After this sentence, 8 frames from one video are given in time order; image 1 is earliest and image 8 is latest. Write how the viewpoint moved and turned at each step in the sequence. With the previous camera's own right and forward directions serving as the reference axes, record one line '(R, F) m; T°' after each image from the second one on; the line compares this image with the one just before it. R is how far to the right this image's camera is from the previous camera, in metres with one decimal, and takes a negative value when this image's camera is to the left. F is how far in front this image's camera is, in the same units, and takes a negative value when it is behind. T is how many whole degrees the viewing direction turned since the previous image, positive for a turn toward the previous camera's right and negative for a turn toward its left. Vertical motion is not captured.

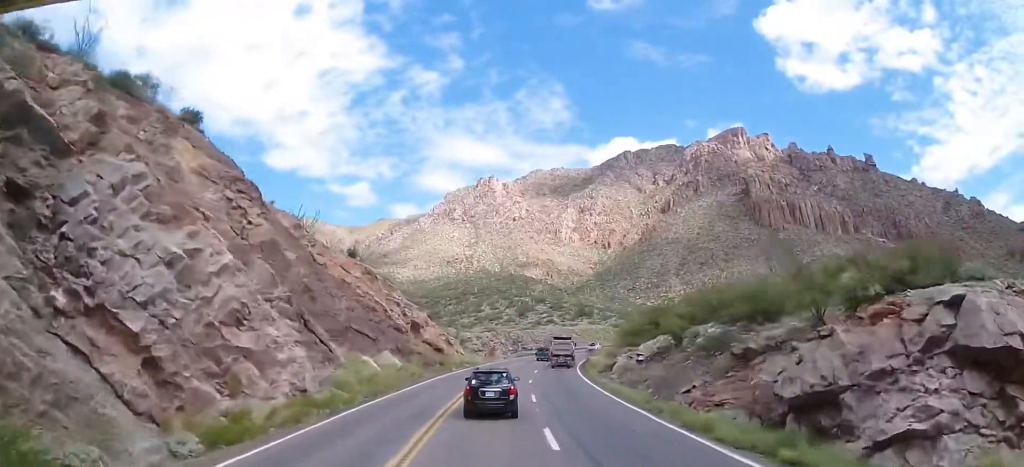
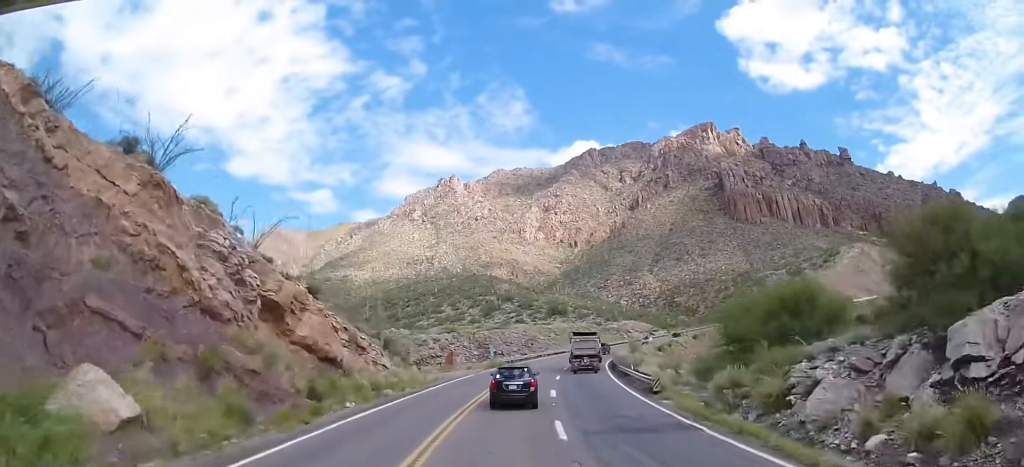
(+1.3, +32.7) m; +4°
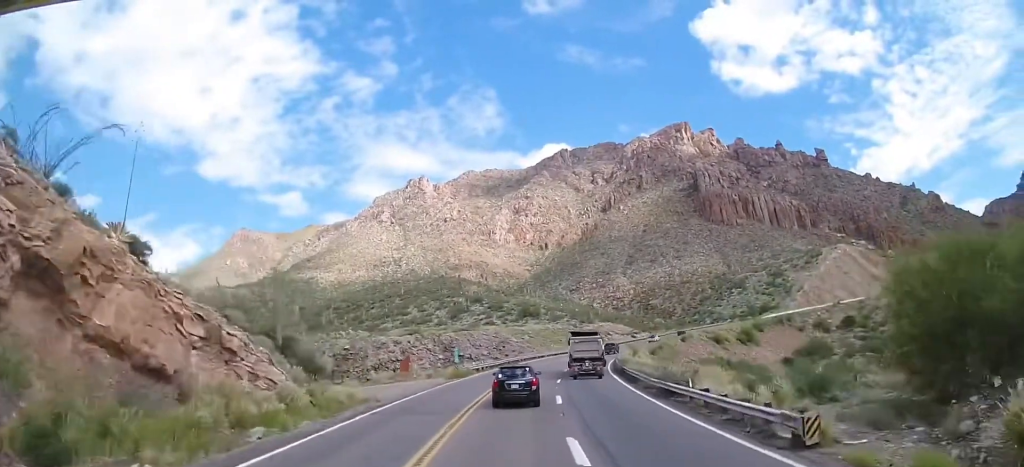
(+0.3, +14.8) m; +2°
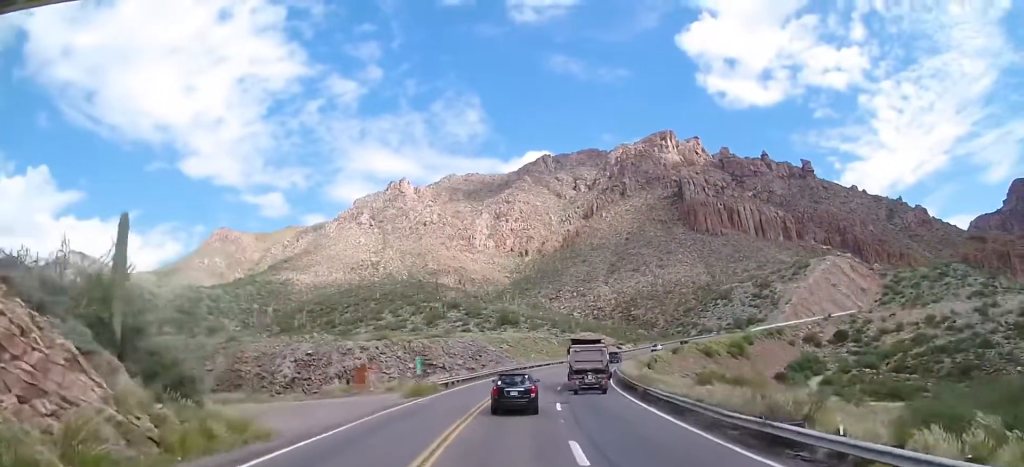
(+0.1, +10.8) m; +2°
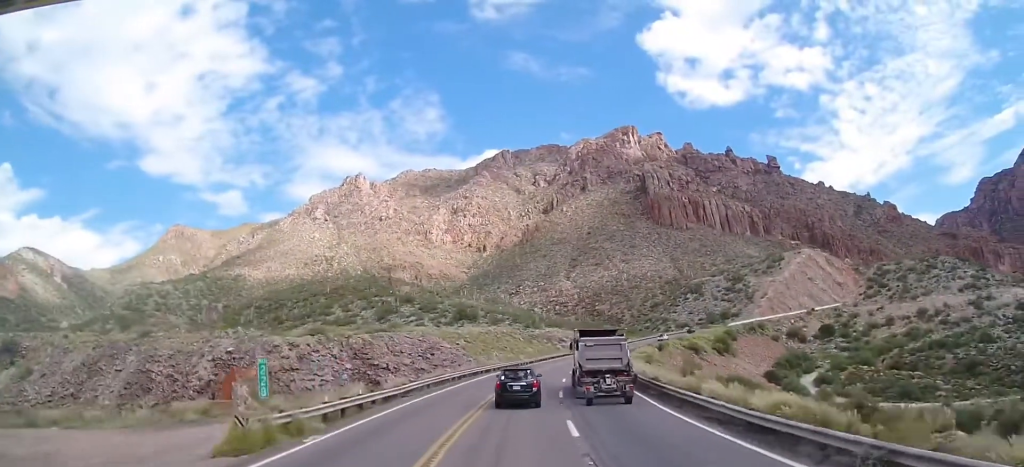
(+1.0, +21.1) m; +6°
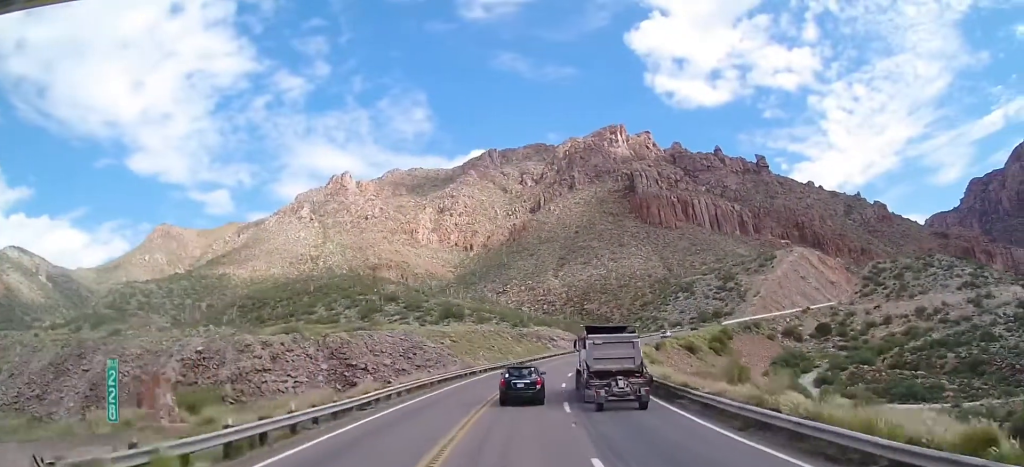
(+0.3, +7.1) m; +2°
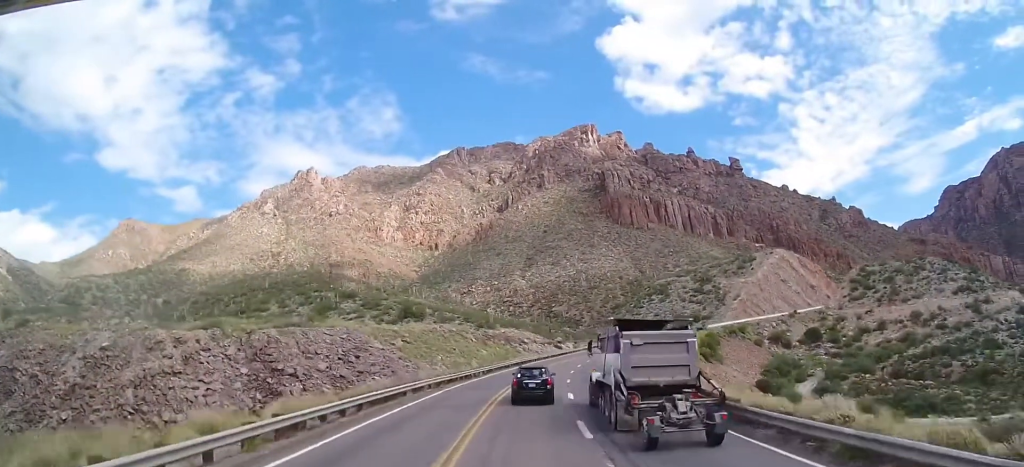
(+0.3, +18.5) m; +3°
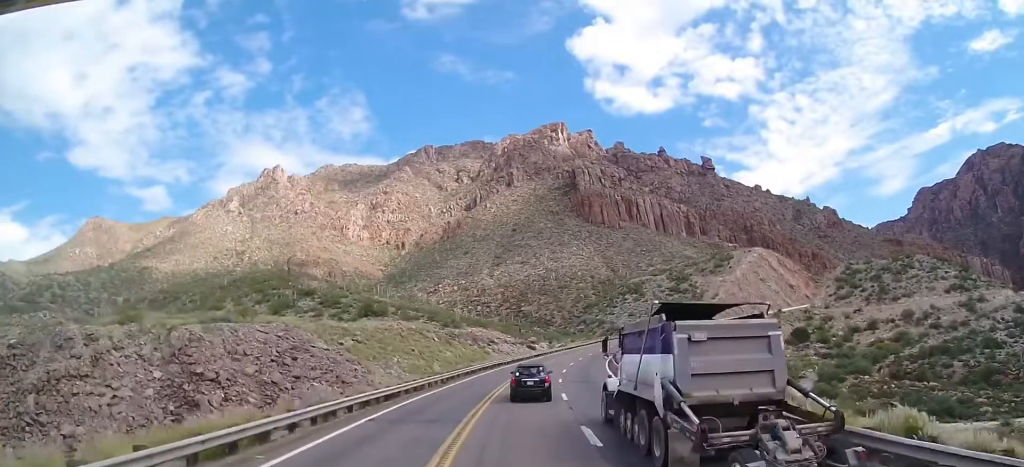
(+0.4, +13.9) m; +2°
